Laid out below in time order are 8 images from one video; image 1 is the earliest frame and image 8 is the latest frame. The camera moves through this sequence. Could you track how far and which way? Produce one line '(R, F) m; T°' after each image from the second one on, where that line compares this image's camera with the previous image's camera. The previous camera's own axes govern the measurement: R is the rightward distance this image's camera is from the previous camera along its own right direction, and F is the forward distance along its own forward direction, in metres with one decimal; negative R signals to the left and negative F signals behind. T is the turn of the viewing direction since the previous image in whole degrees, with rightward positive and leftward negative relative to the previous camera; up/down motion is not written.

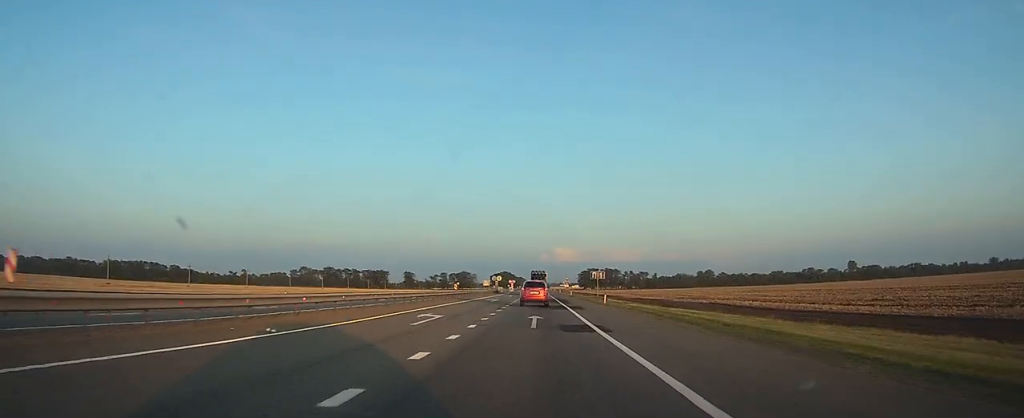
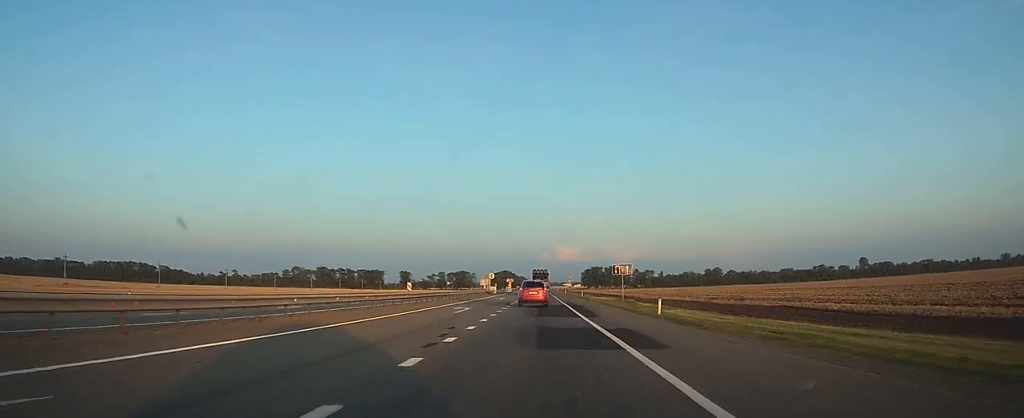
(0.0, +20.8) m; 0°
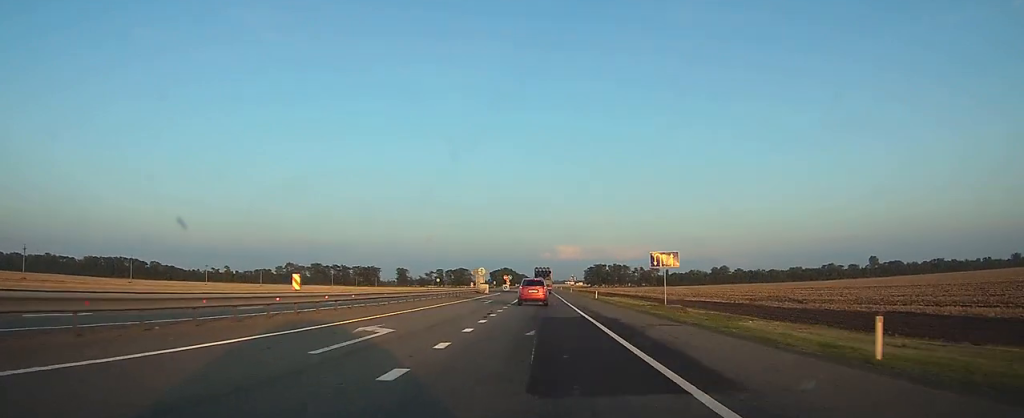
(0.0, +17.4) m; 0°
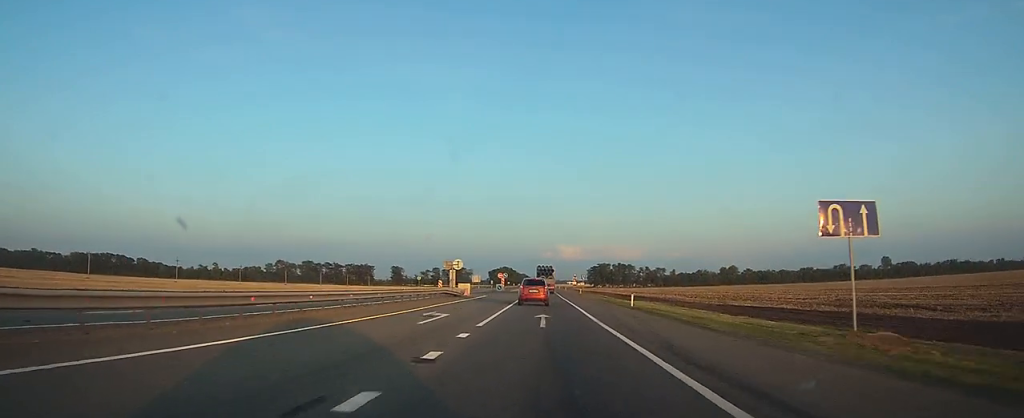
(0.0, +21.8) m; 0°
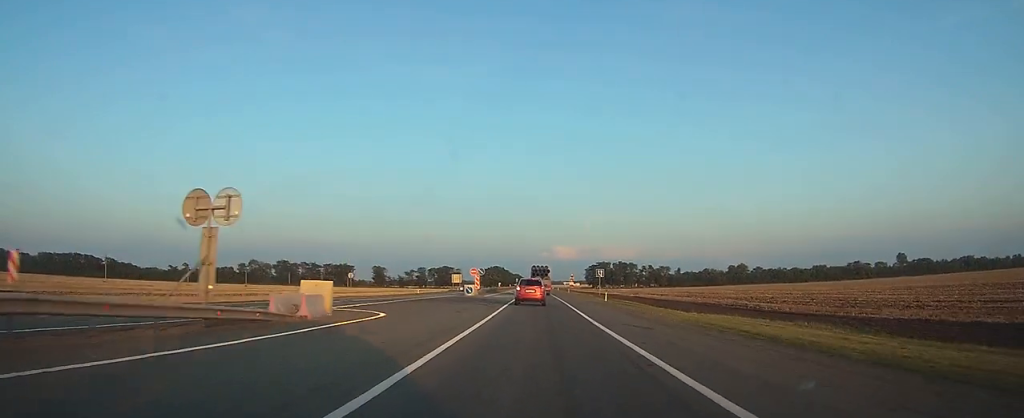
(-0.1, +37.6) m; 0°
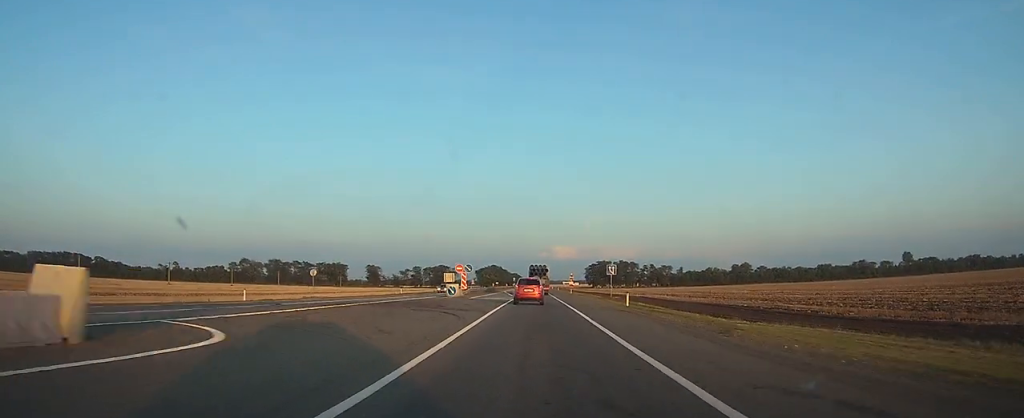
(0.0, +12.1) m; 0°
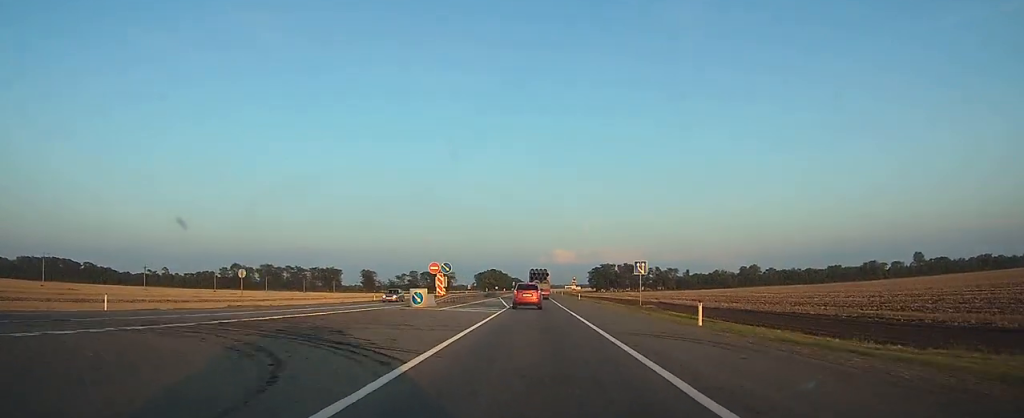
(0.0, +15.7) m; 0°
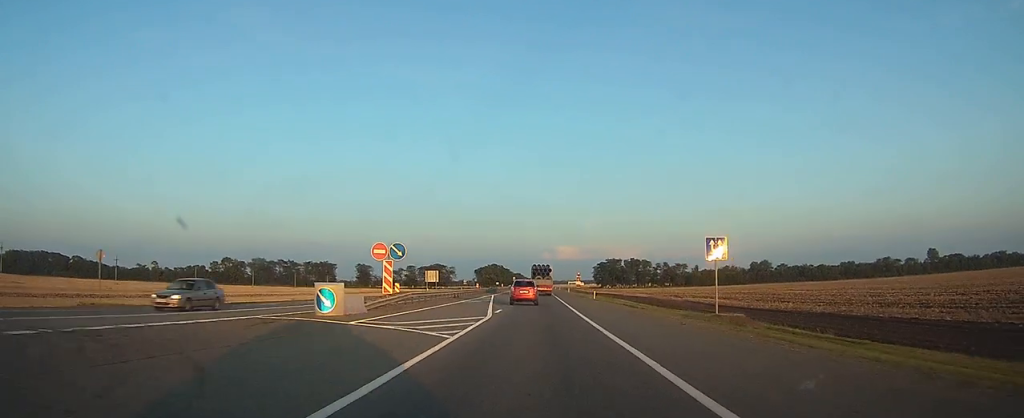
(0.0, +17.2) m; 0°
